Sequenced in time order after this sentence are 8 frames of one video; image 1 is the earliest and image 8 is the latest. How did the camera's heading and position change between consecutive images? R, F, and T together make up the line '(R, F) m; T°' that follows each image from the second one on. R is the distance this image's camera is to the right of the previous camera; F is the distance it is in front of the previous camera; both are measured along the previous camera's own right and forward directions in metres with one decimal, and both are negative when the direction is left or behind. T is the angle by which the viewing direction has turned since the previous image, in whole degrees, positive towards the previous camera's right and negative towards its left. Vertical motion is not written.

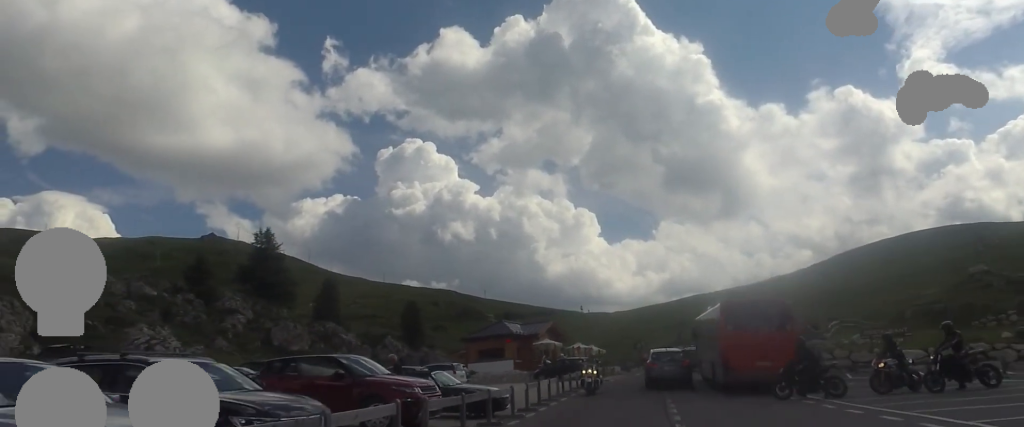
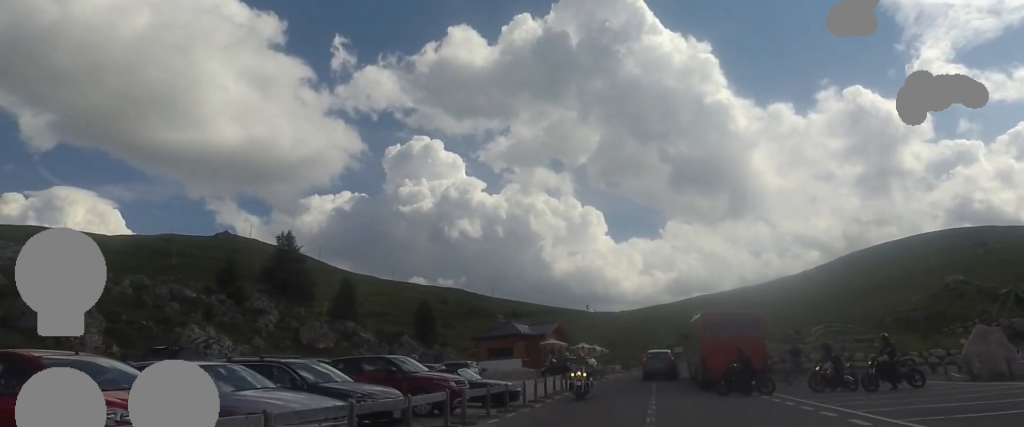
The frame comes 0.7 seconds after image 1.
(0.0, +4.1) m; 0°
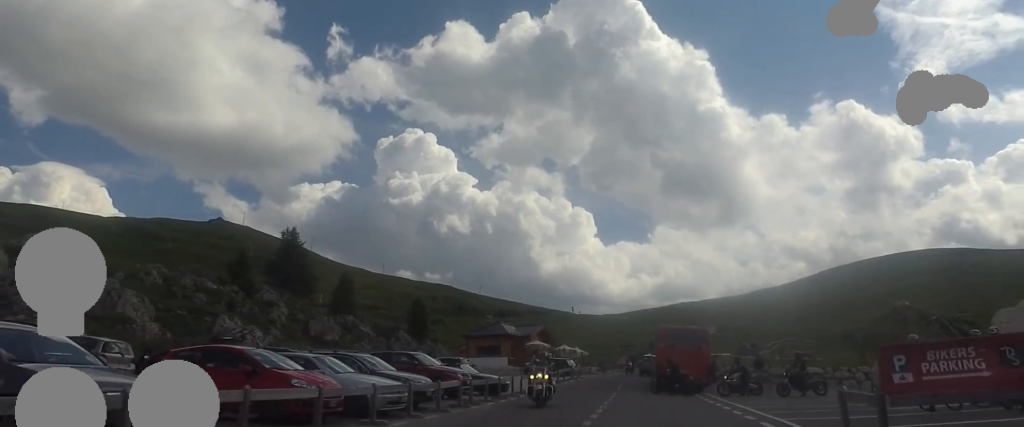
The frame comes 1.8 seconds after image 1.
(0.0, +5.8) m; 0°
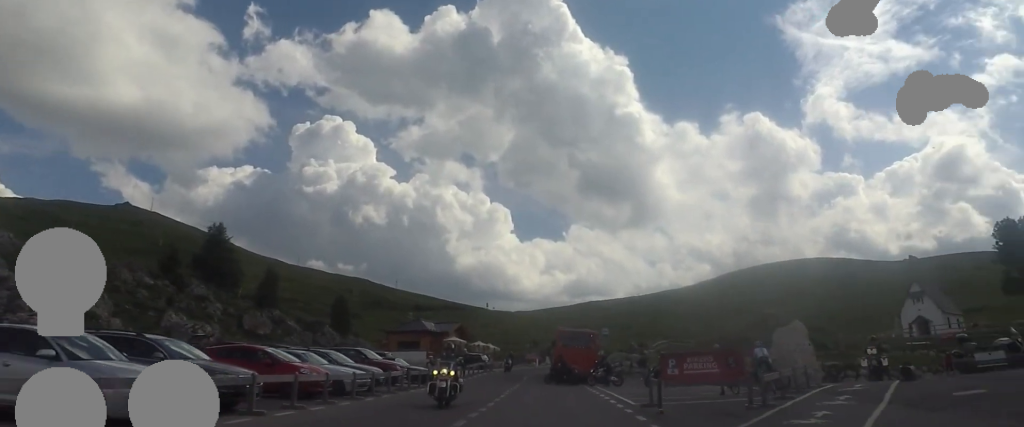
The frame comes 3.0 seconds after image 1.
(0.0, +6.3) m; 0°
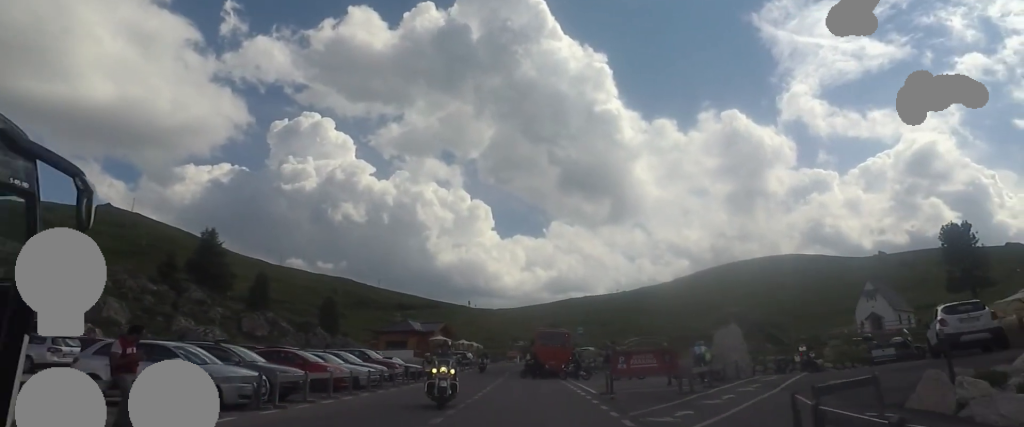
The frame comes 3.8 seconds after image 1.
(0.0, +4.4) m; +5°
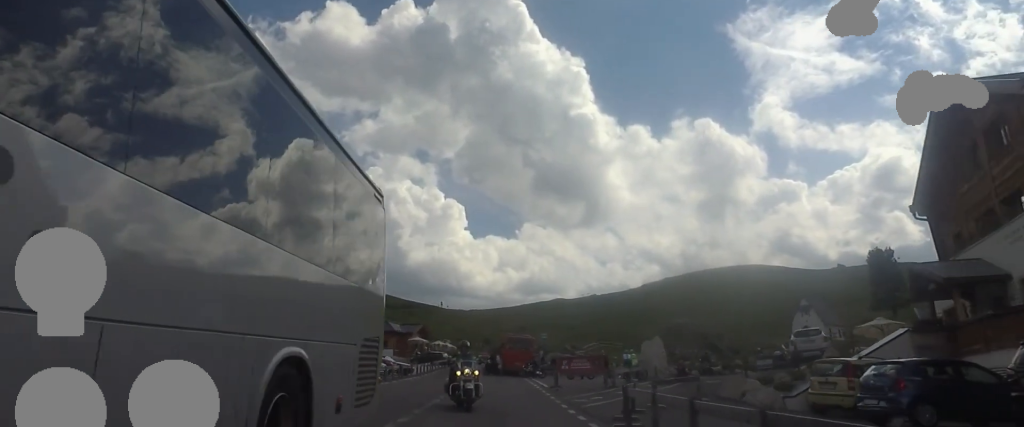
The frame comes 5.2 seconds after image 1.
(+1.0, +7.5) m; +9°
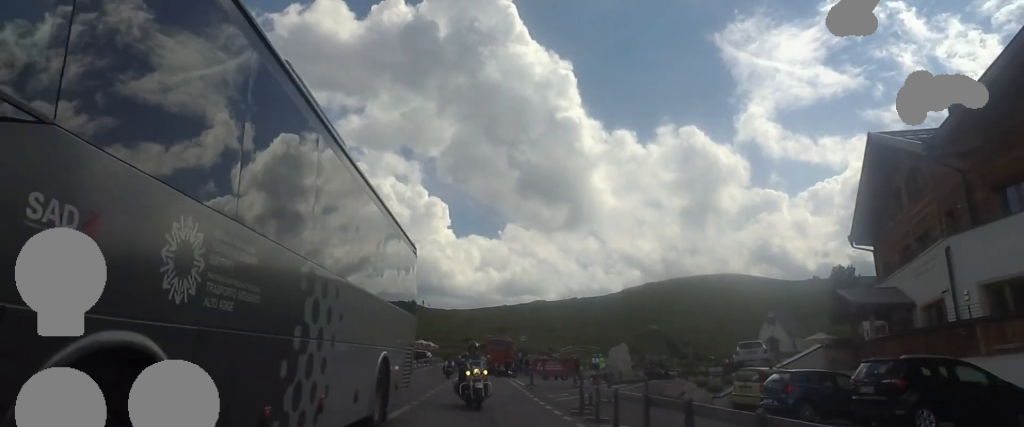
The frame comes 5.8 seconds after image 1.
(-0.2, +3.8) m; +3°
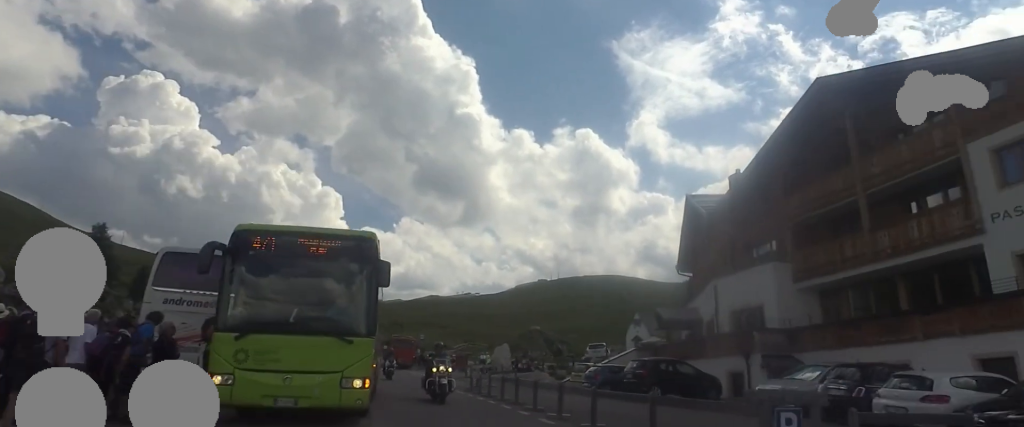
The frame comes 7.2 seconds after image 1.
(+0.7, +9.5) m; +5°
